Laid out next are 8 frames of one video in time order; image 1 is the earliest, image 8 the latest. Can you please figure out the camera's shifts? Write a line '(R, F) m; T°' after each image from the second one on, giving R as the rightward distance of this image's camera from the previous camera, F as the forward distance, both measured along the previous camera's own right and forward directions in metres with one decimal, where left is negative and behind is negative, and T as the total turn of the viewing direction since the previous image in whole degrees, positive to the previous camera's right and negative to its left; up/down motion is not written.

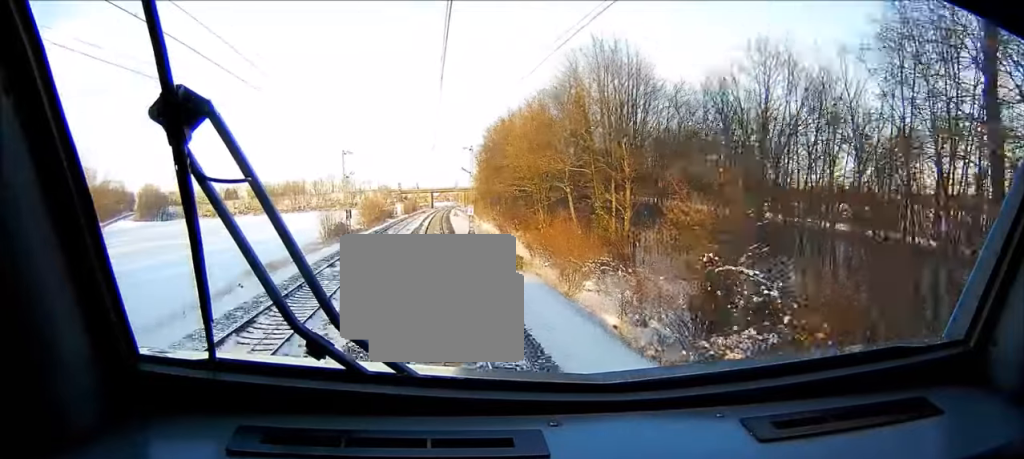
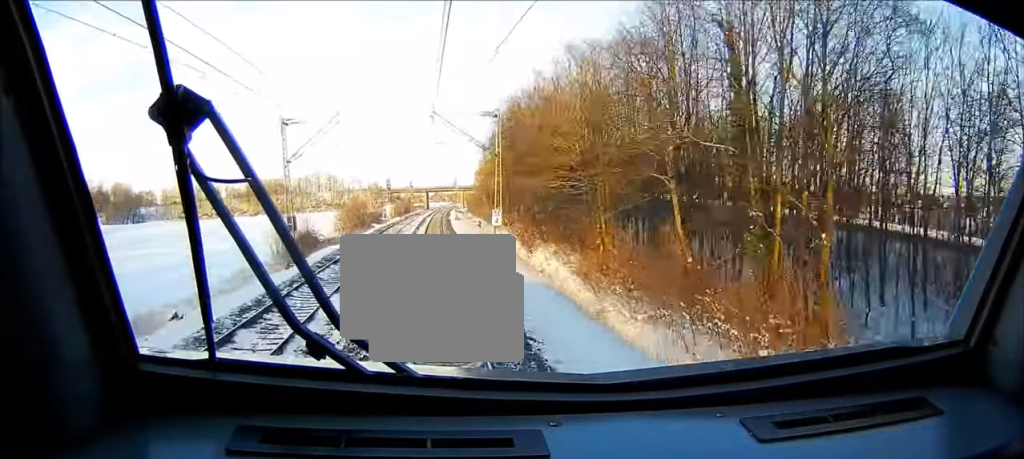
(+0.1, +25.0) m; +1°
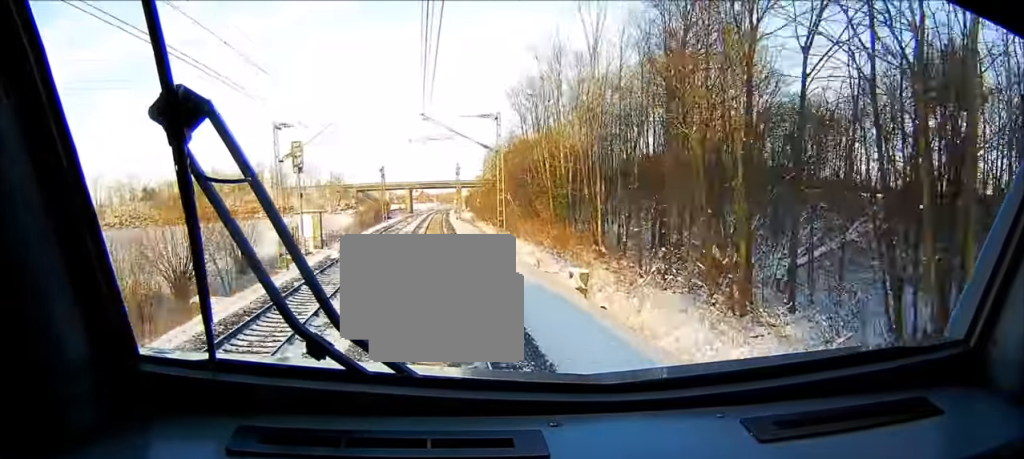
(+1.7, +73.5) m; +2°
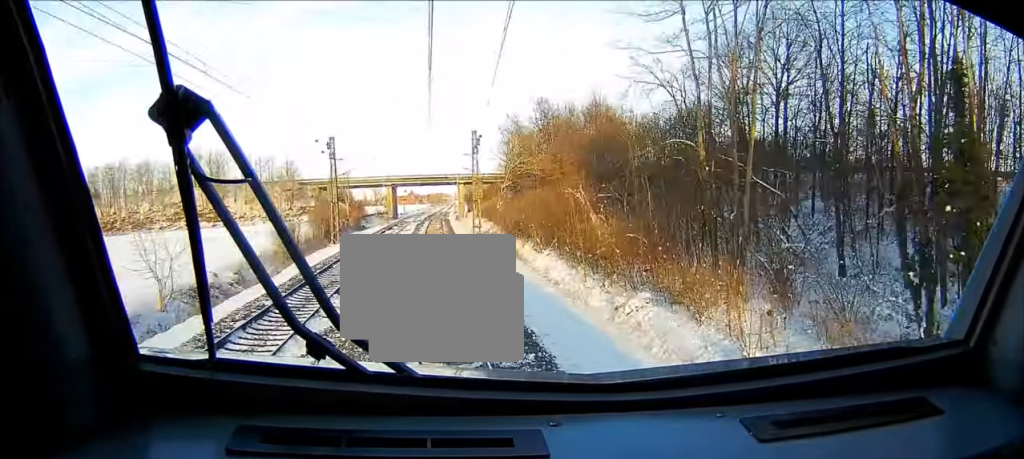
(+0.6, +49.6) m; +1°
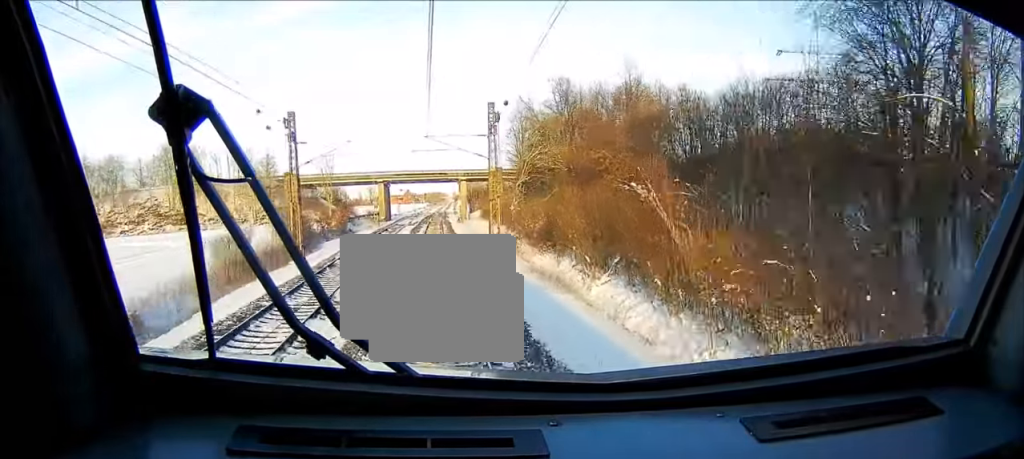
(+0.1, +17.0) m; 0°
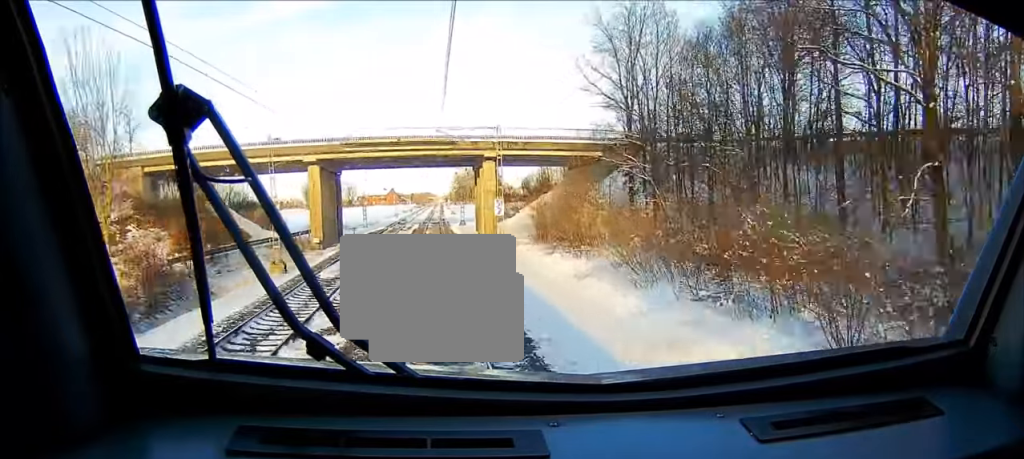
(+0.5, +58.6) m; +1°
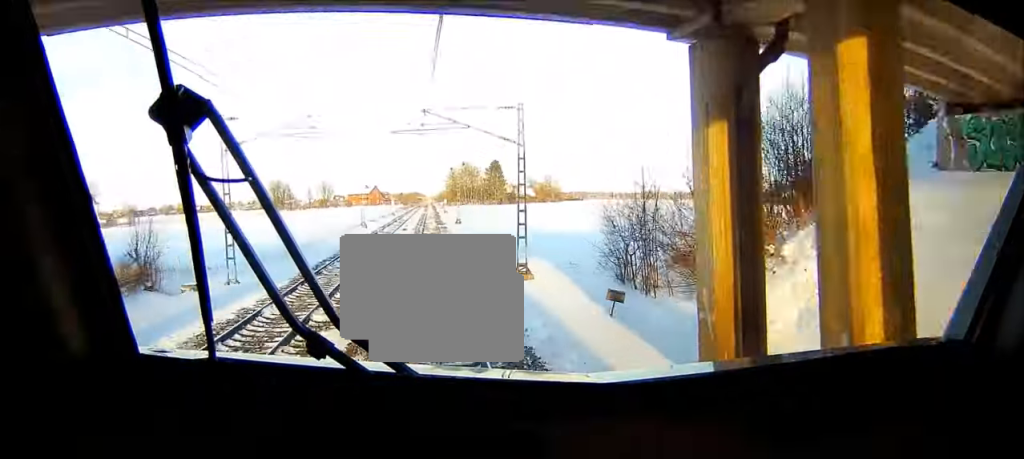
(+0.2, +54.6) m; 0°
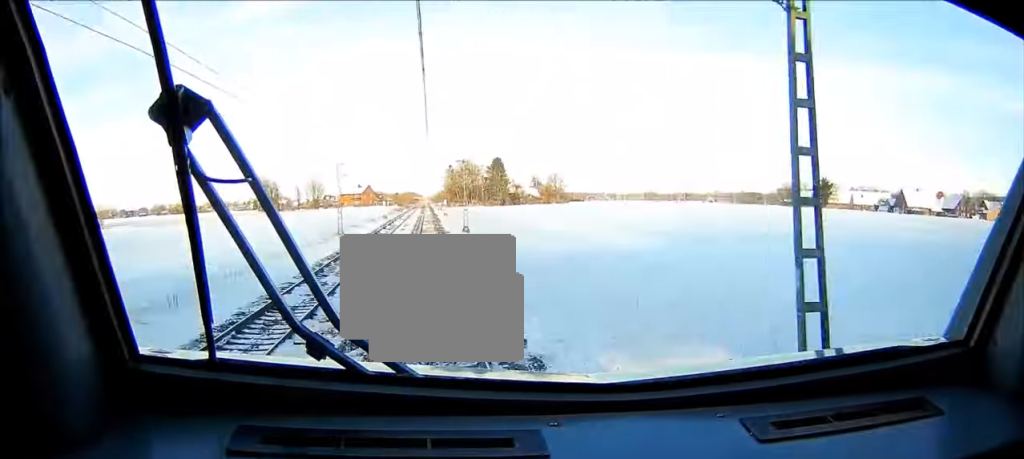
(-0.1, +20.8) m; 0°
